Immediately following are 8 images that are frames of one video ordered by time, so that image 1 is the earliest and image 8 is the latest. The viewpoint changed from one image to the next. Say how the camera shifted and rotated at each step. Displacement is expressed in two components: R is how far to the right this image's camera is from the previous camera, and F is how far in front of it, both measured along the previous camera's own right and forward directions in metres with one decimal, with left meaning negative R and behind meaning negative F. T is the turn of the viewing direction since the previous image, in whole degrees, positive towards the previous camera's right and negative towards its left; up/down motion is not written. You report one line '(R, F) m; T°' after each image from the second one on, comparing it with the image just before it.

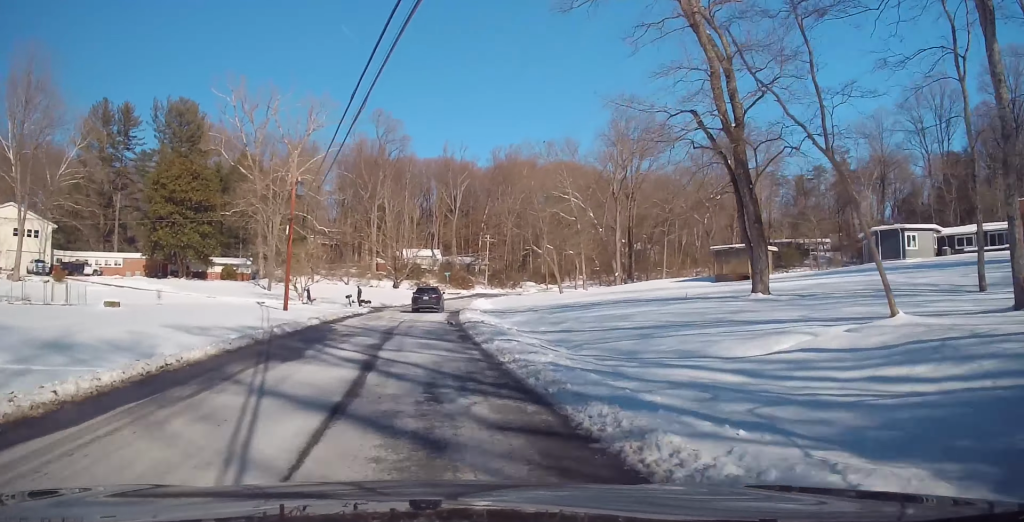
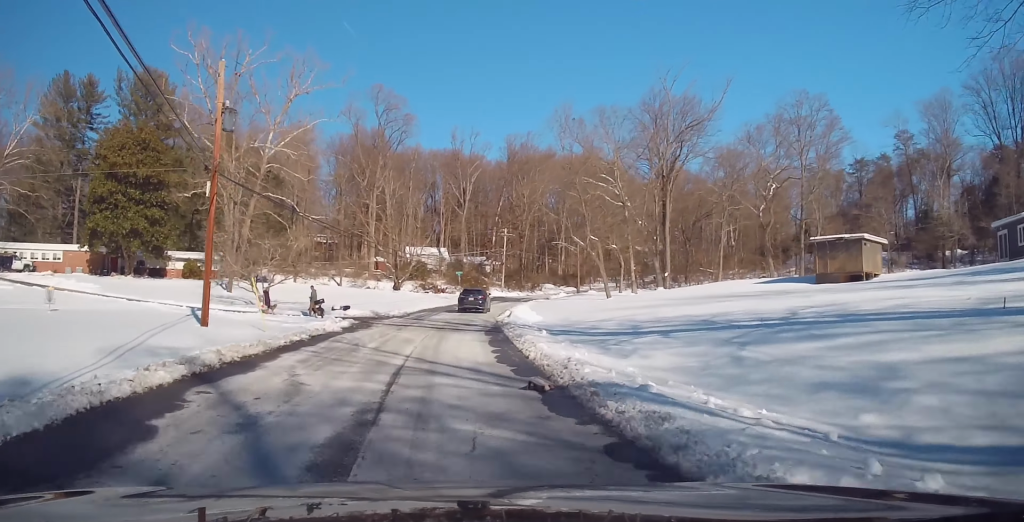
(+1.1, +18.8) m; +7°
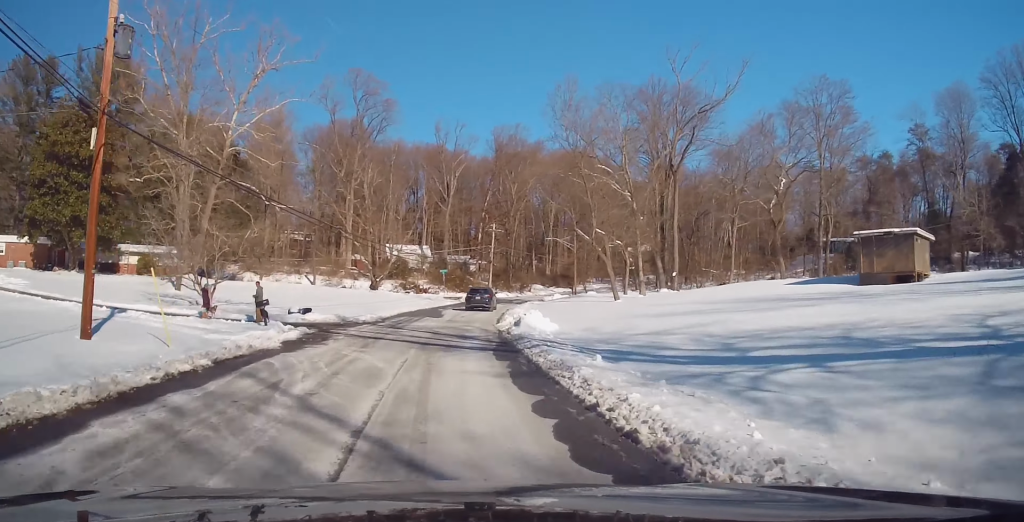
(+0.4, +8.9) m; +3°
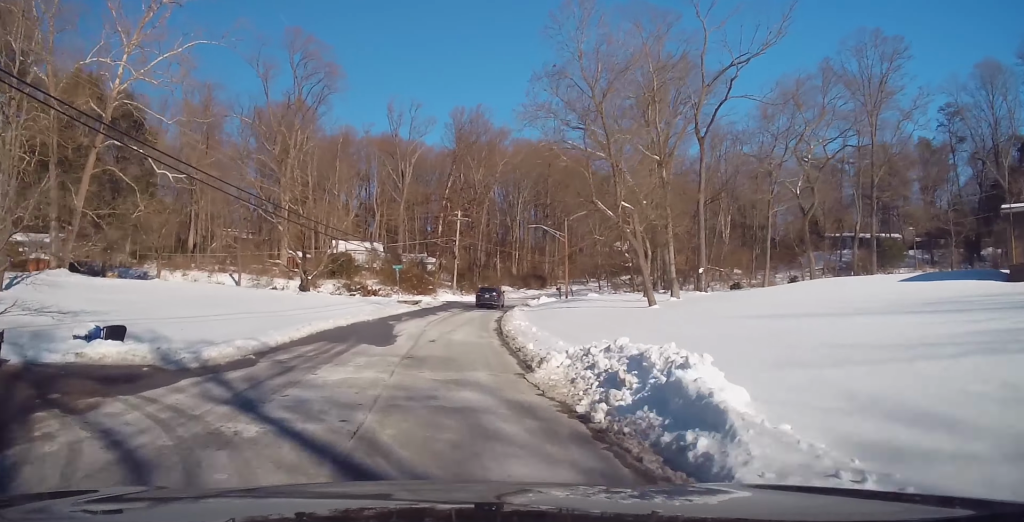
(+1.0, +18.6) m; +5°
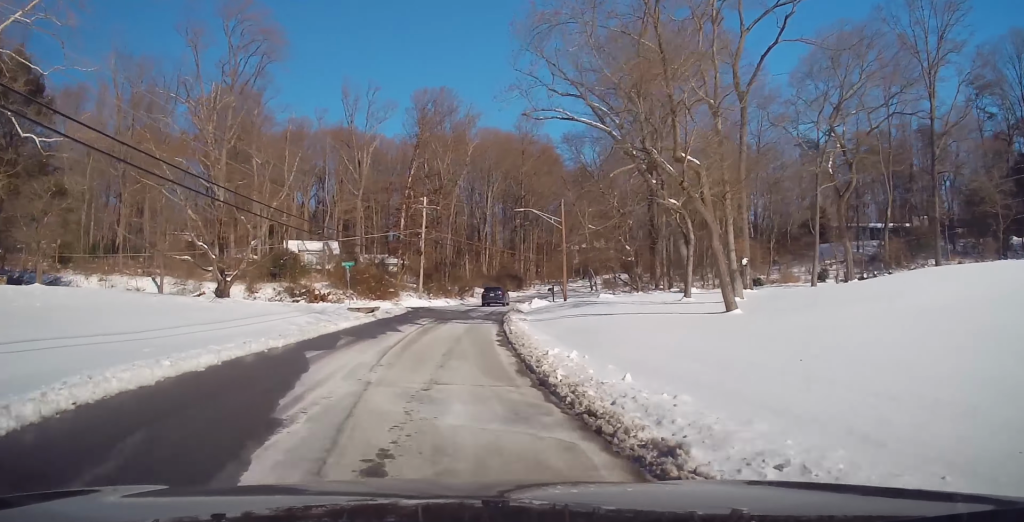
(+0.2, +13.7) m; +3°
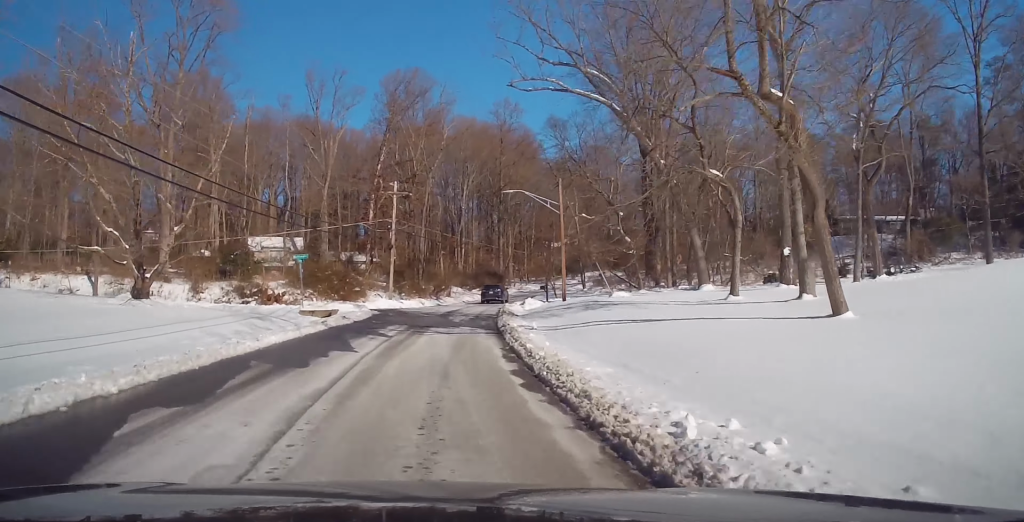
(+0.4, +8.4) m; +2°
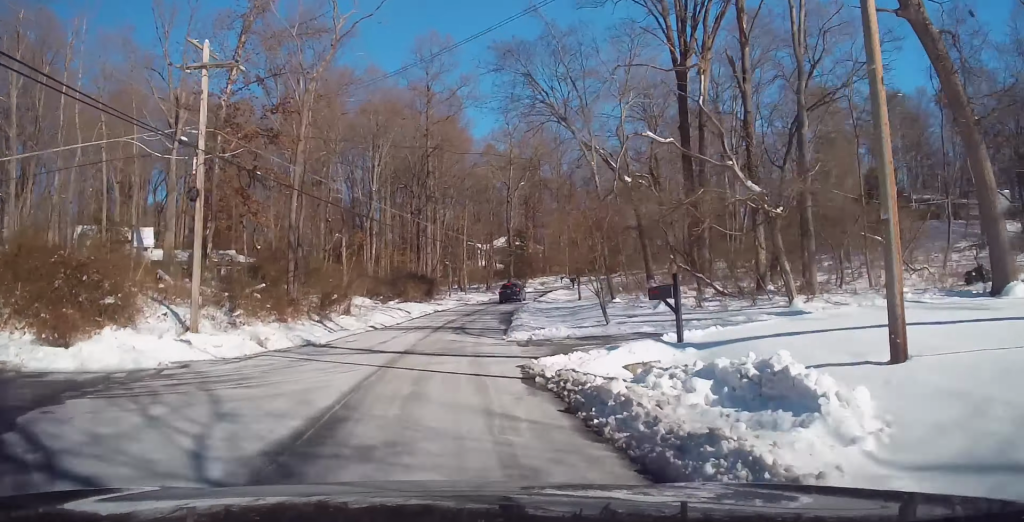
(+1.7, +32.9) m; +9°
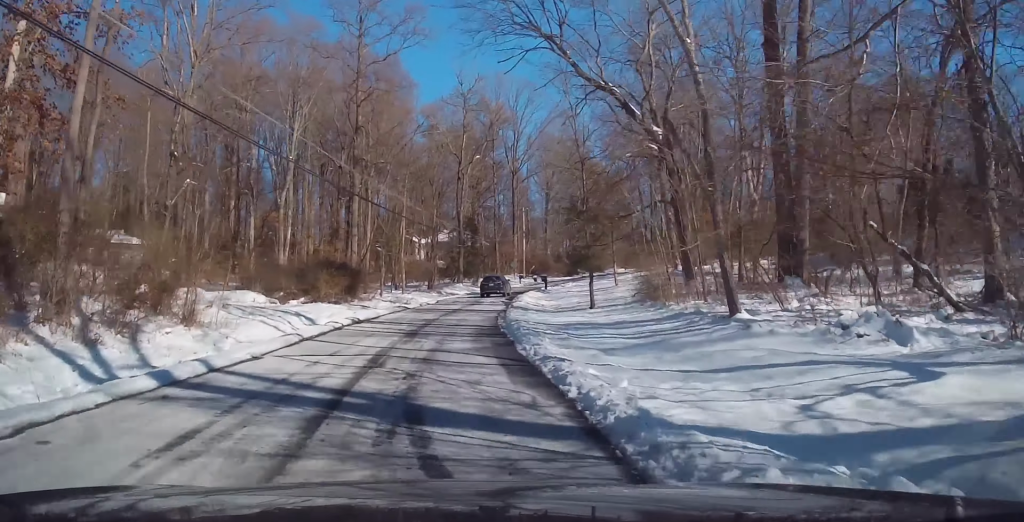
(+1.3, +18.0) m; +8°
